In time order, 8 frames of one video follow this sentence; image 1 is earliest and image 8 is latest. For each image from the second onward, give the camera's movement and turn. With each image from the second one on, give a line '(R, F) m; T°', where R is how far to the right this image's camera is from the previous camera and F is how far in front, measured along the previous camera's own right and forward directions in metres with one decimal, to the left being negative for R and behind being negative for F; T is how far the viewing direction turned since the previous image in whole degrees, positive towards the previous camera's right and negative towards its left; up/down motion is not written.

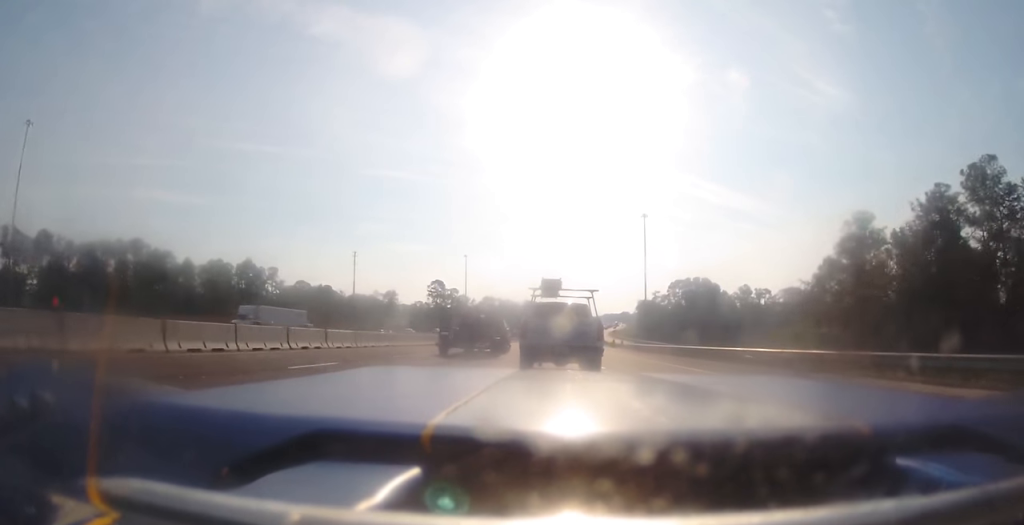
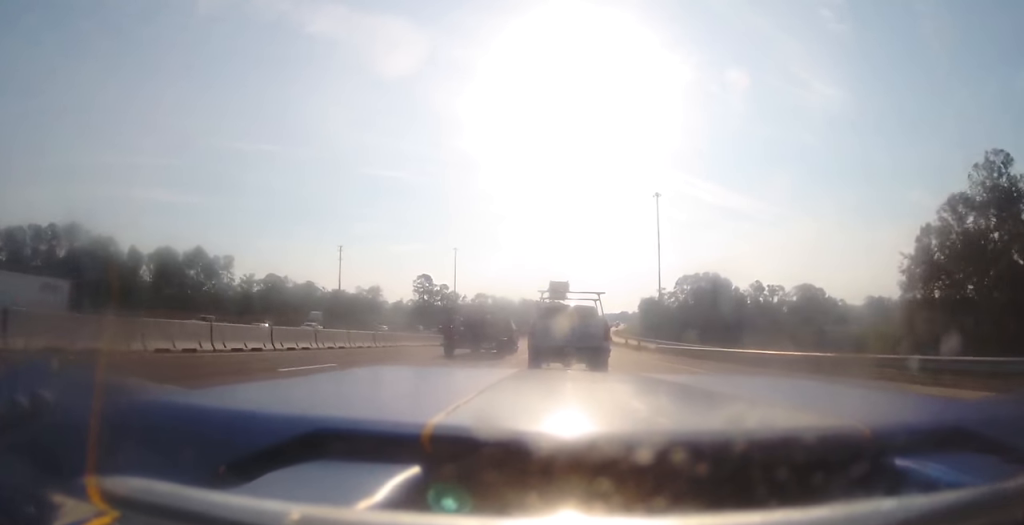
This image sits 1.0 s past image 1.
(+0.2, +24.6) m; +1°
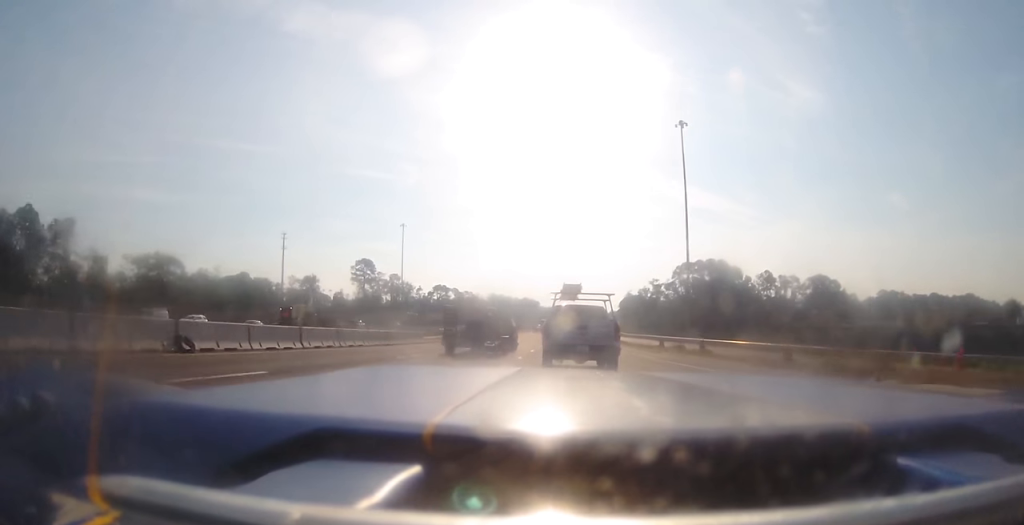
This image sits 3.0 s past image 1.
(+0.2, +52.4) m; +1°
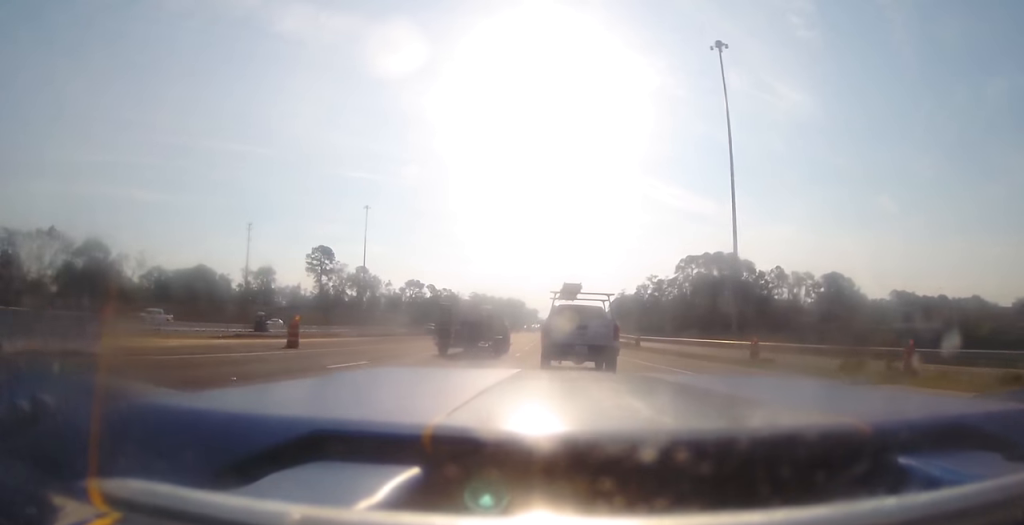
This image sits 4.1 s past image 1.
(+0.6, +29.7) m; +2°
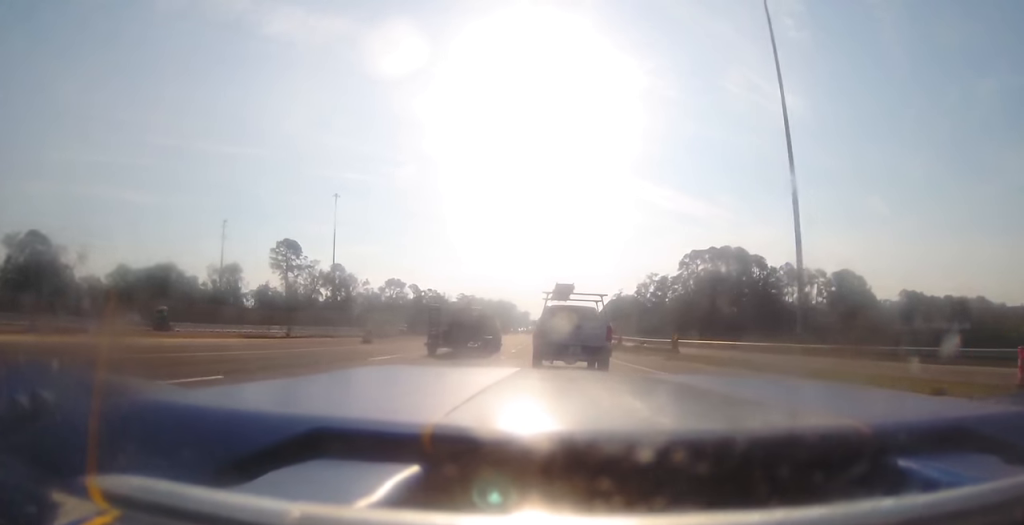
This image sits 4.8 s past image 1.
(+0.2, +19.3) m; +1°
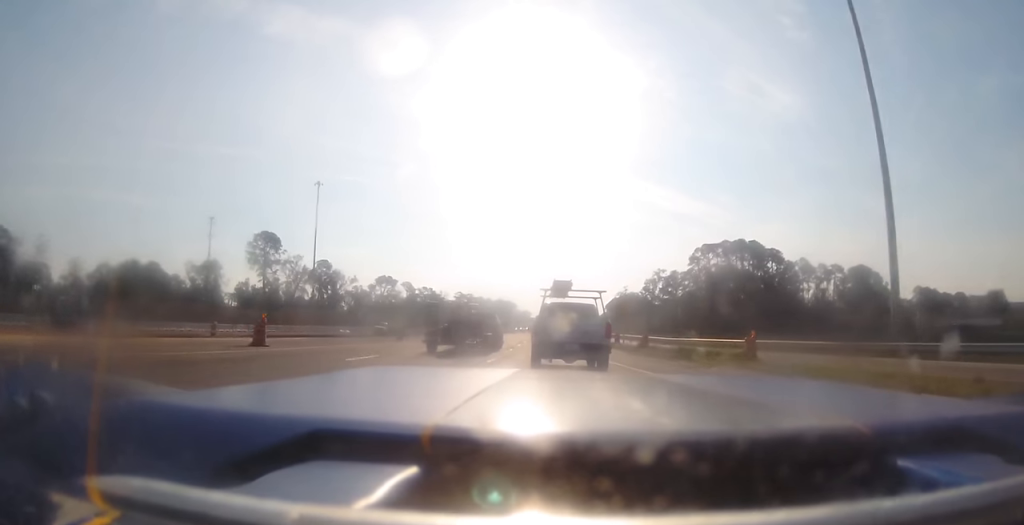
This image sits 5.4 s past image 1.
(0.0, +14.1) m; 0°
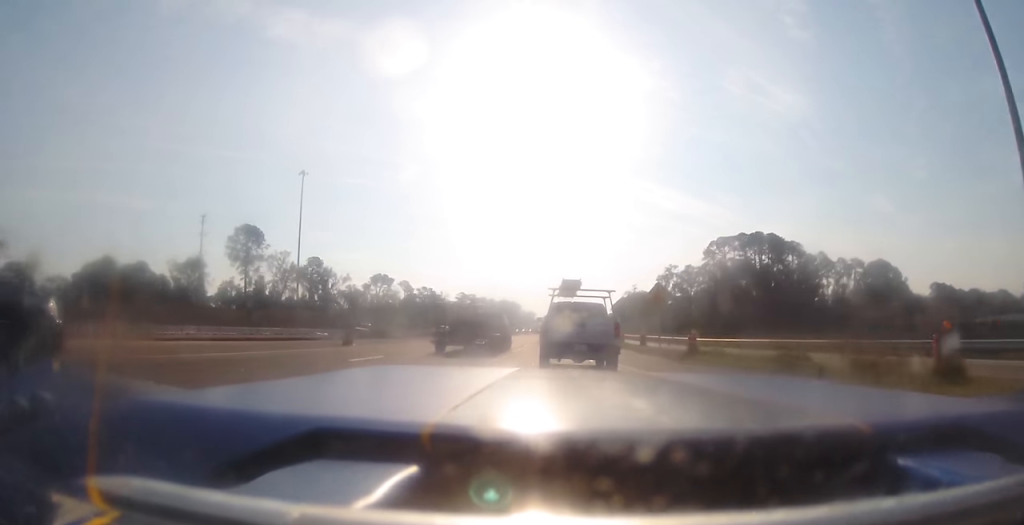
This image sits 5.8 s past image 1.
(0.0, +12.4) m; 0°
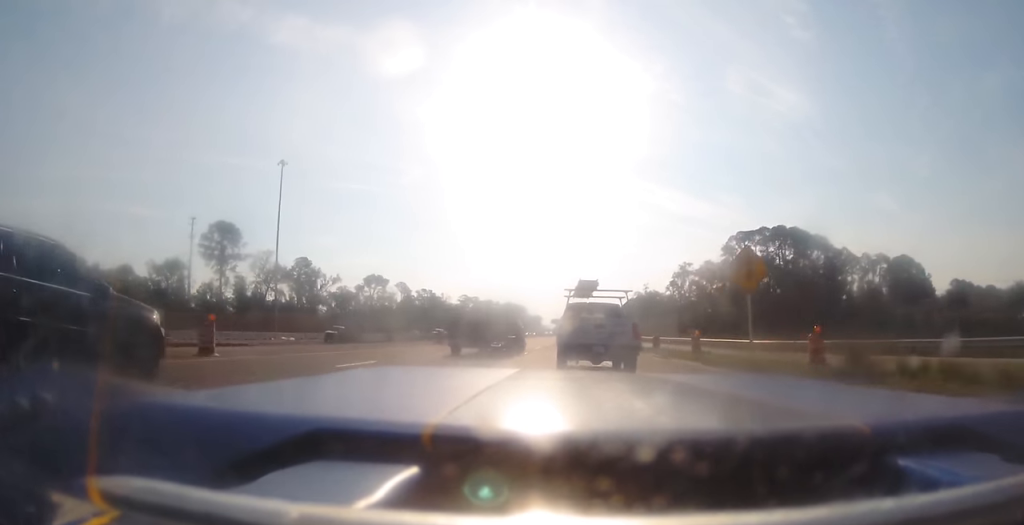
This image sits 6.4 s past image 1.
(0.0, +14.2) m; 0°
